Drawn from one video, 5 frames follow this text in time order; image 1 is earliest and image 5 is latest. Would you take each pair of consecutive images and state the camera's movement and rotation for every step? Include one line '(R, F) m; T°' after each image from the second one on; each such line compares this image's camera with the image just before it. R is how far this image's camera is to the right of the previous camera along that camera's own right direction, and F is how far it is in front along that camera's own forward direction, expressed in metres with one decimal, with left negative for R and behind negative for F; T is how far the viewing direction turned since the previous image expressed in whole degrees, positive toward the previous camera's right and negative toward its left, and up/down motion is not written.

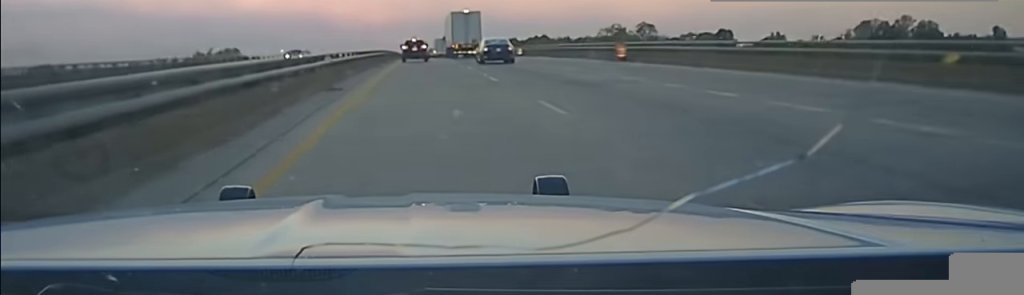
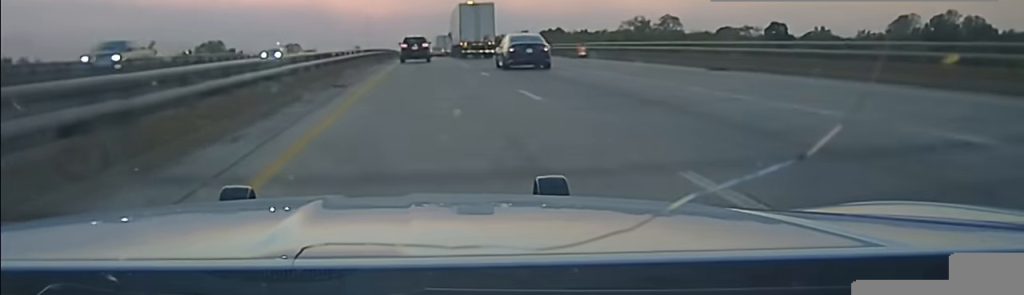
(+0.1, +36.2) m; 0°
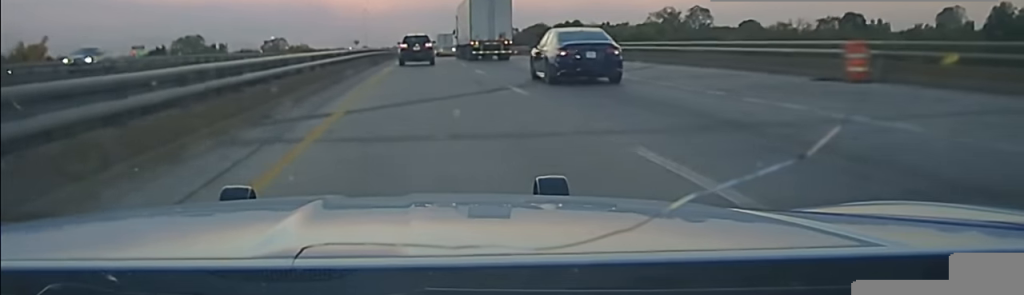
(-0.1, +35.8) m; 0°
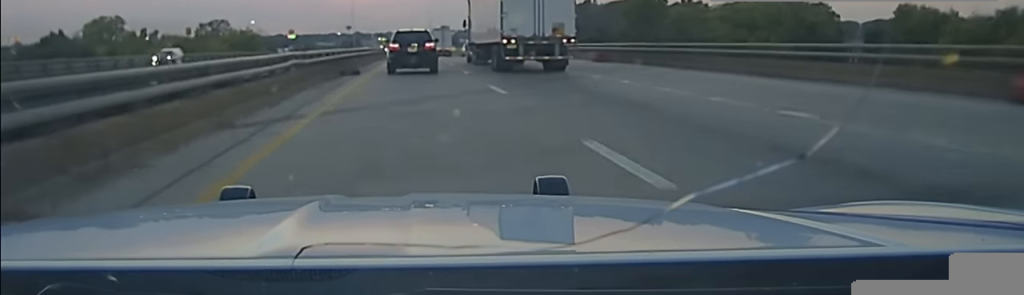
(+1.0, +82.6) m; 0°
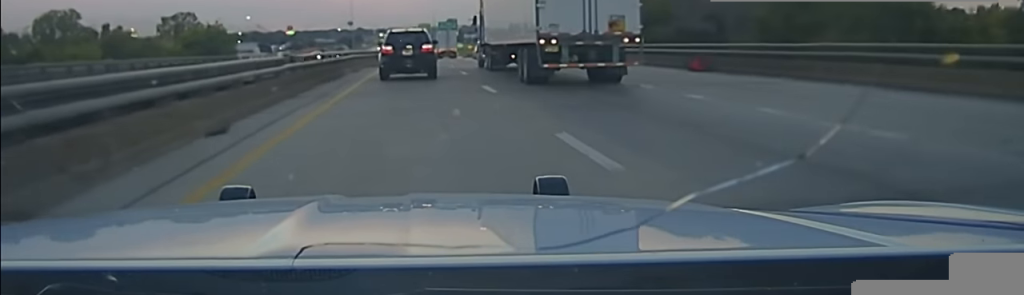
(-0.2, +32.3) m; 0°
